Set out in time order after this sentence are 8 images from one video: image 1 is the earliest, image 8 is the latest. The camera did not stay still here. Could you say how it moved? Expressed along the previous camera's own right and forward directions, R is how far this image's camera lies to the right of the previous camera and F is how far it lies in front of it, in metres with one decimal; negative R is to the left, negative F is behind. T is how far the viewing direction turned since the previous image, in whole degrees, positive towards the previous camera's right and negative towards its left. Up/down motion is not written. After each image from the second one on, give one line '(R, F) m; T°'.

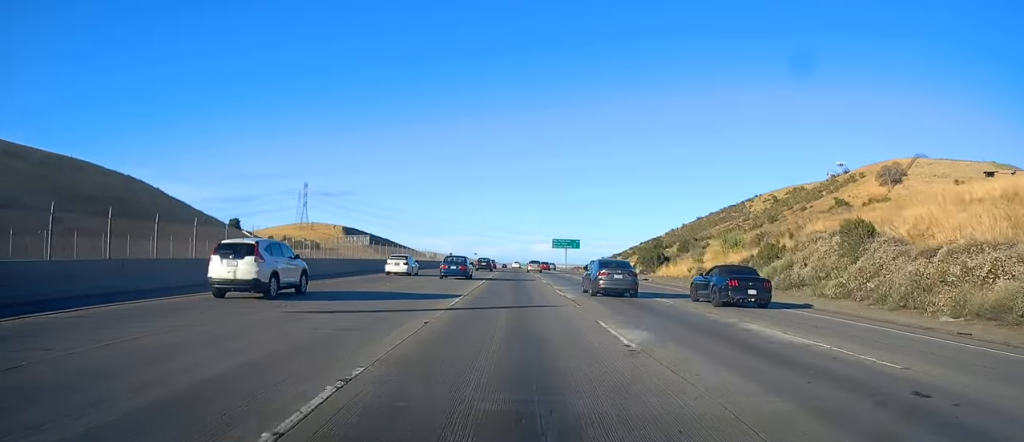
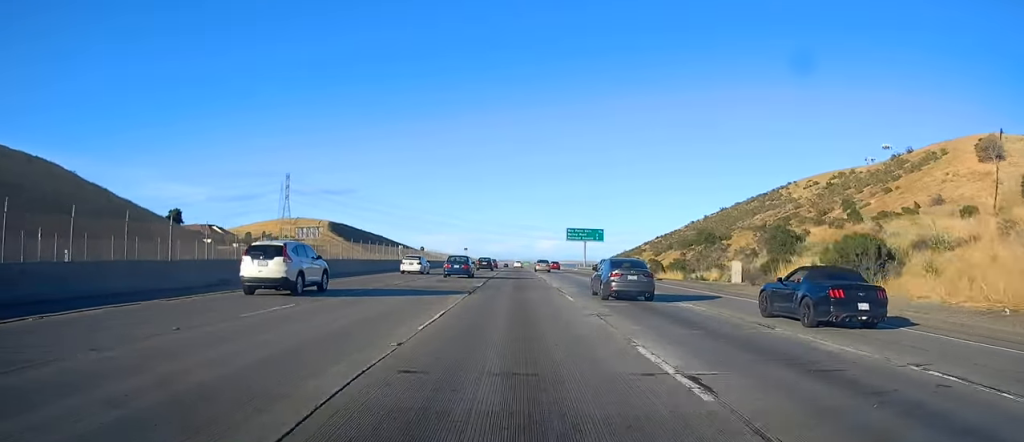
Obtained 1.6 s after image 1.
(+0.5, +48.0) m; +1°
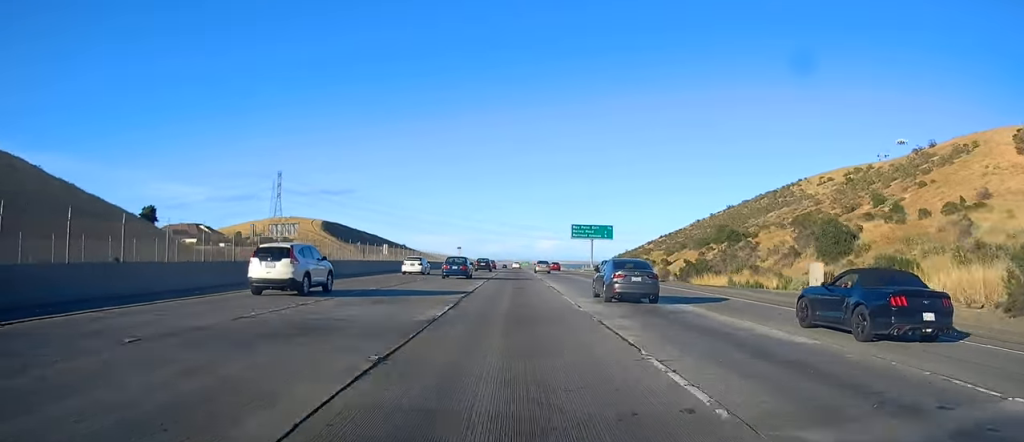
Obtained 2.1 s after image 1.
(+0.1, +15.4) m; 0°
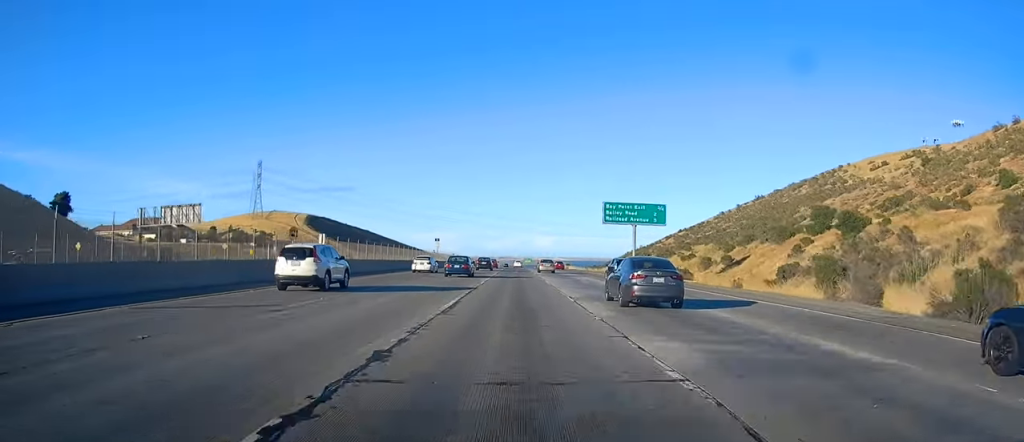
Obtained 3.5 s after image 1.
(-0.2, +43.2) m; 0°
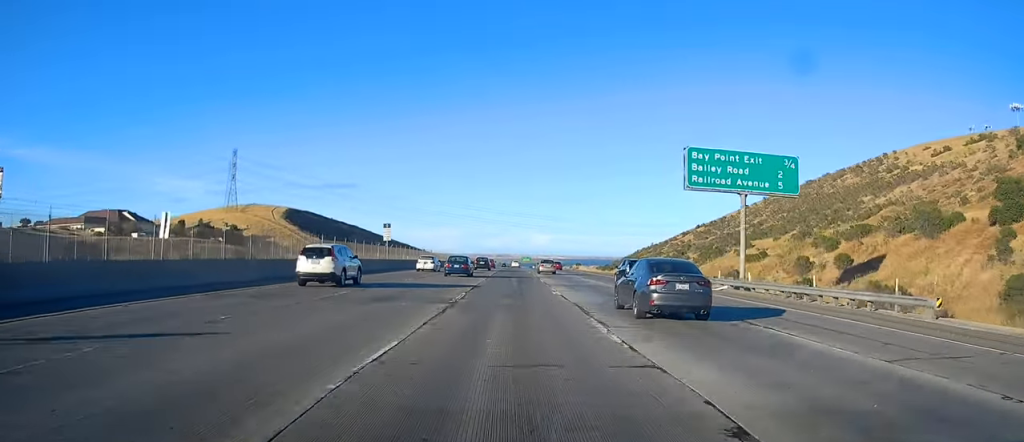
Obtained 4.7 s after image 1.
(0.0, +39.6) m; 0°
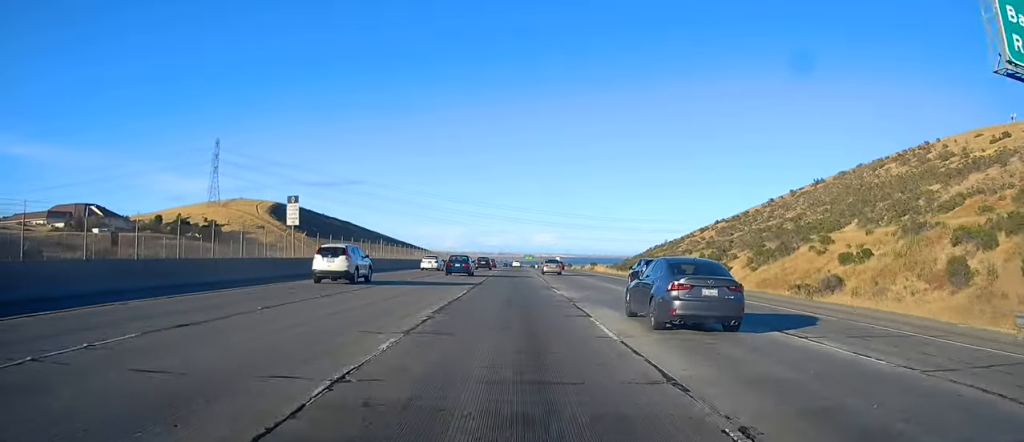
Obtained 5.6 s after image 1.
(+0.1, +28.6) m; 0°
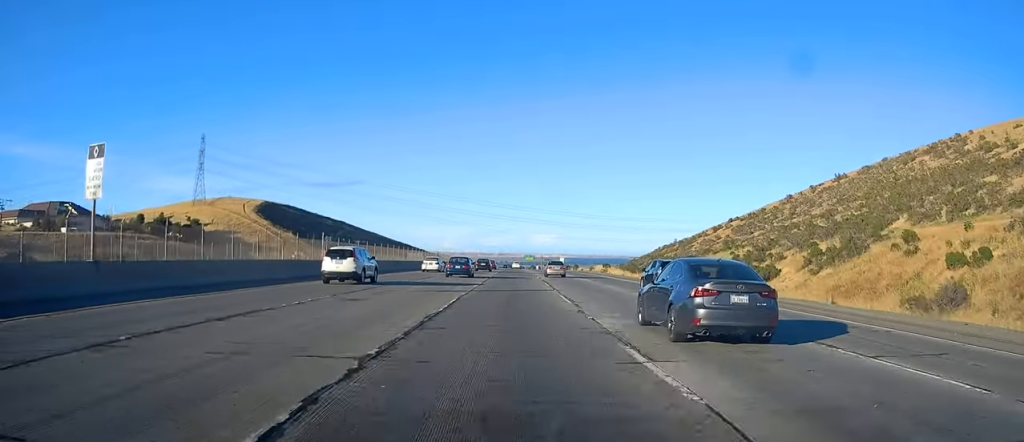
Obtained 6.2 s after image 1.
(0.0, +19.3) m; 0°
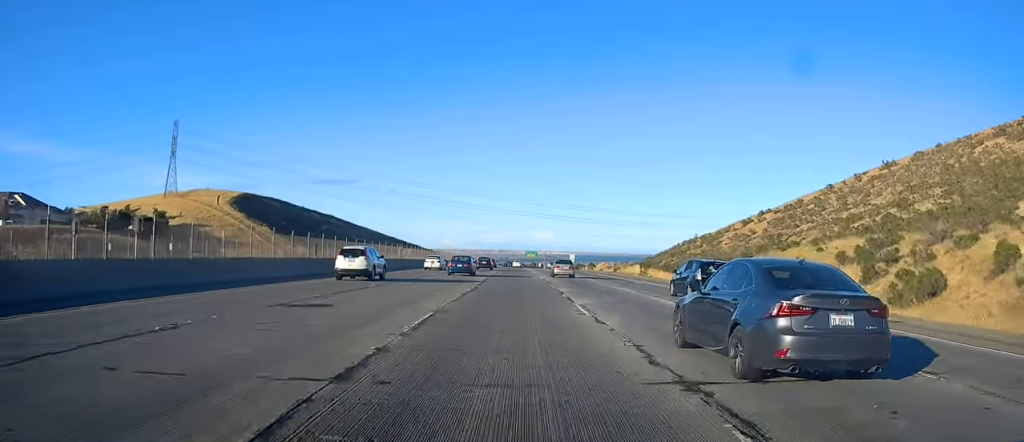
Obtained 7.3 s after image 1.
(-0.1, +34.5) m; 0°
